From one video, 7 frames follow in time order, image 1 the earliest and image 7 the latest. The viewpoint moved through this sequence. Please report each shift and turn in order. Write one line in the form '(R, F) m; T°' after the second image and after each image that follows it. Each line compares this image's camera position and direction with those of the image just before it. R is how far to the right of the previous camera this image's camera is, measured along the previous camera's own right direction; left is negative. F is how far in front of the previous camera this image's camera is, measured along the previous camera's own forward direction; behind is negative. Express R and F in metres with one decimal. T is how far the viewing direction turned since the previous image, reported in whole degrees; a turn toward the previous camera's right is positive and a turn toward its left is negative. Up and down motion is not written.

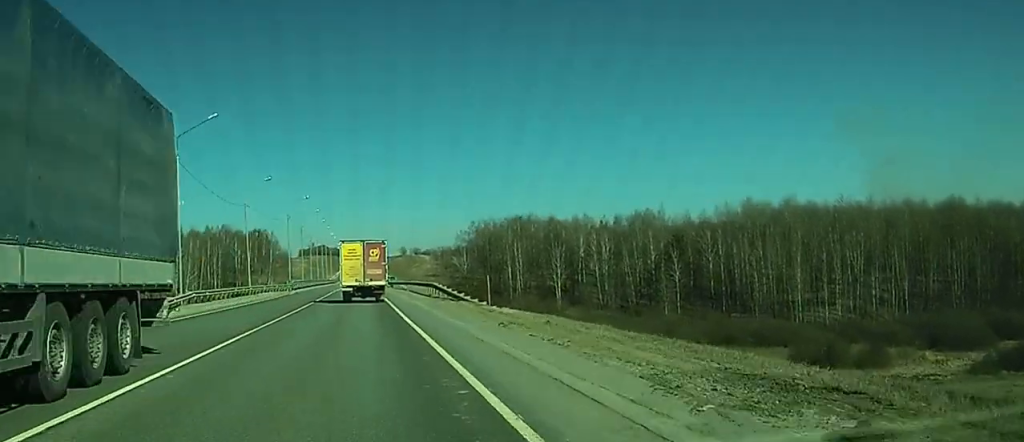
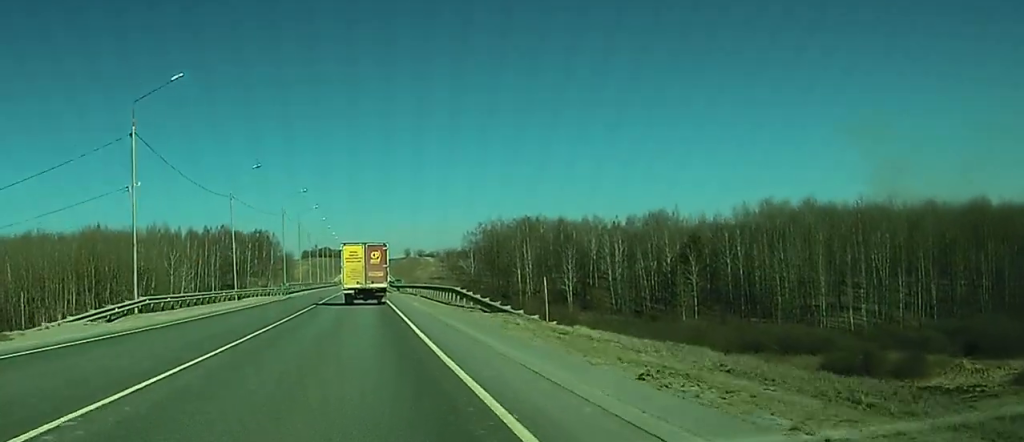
(-0.1, +10.8) m; 0°
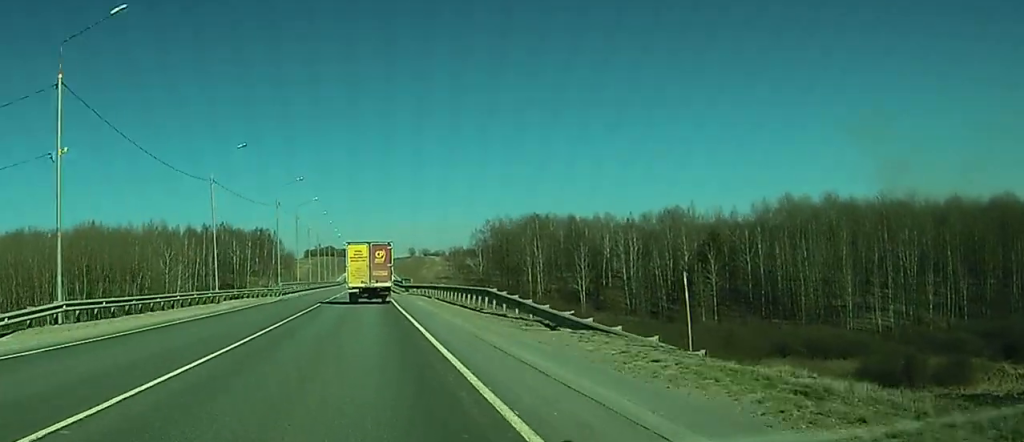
(0.0, +10.9) m; 0°
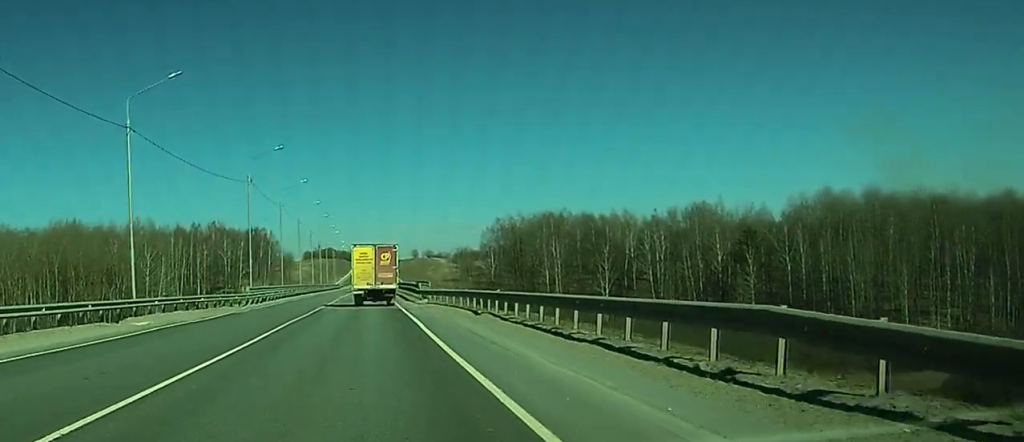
(-0.2, +22.2) m; -1°
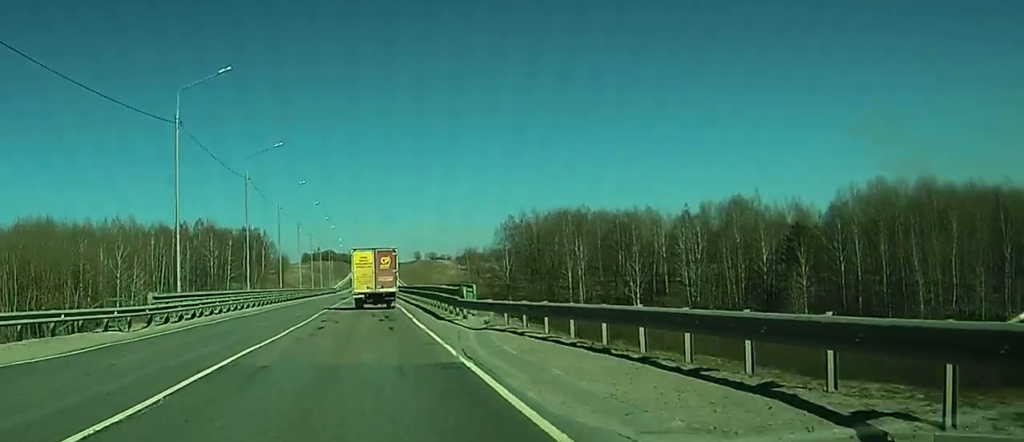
(0.0, +24.9) m; 0°
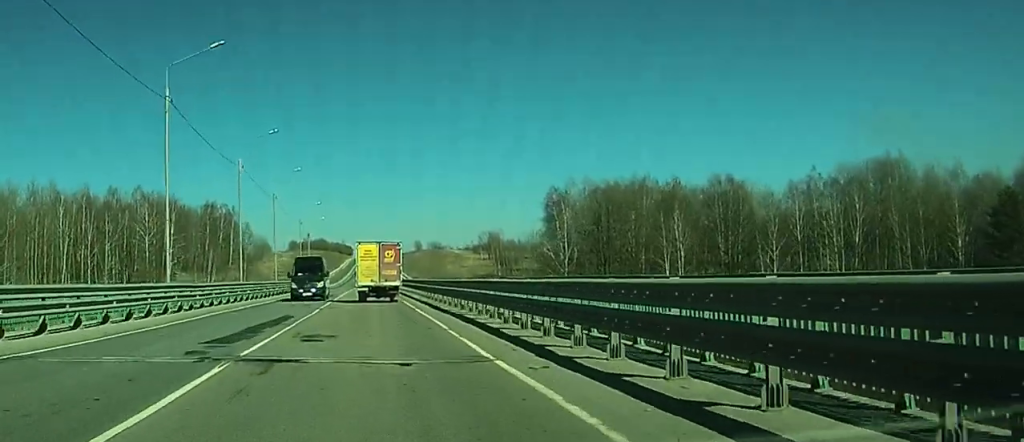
(-1.1, +66.9) m; +1°
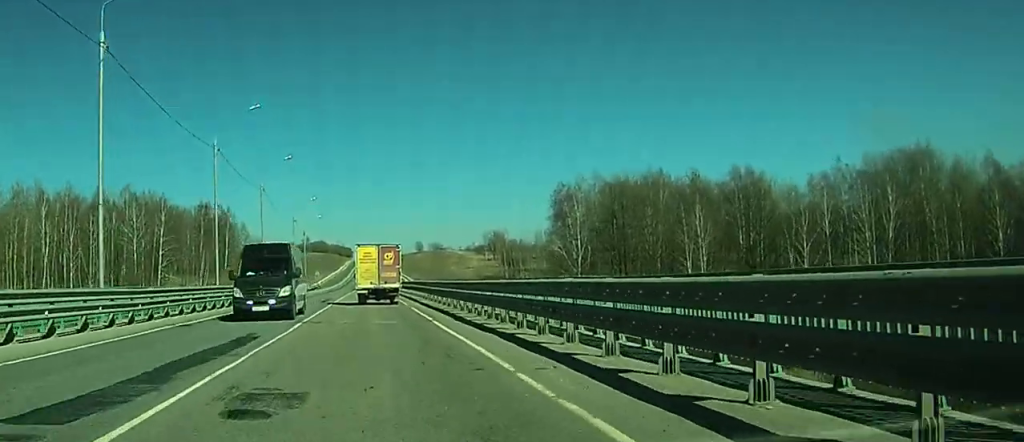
(-0.5, +9.0) m; +4°
